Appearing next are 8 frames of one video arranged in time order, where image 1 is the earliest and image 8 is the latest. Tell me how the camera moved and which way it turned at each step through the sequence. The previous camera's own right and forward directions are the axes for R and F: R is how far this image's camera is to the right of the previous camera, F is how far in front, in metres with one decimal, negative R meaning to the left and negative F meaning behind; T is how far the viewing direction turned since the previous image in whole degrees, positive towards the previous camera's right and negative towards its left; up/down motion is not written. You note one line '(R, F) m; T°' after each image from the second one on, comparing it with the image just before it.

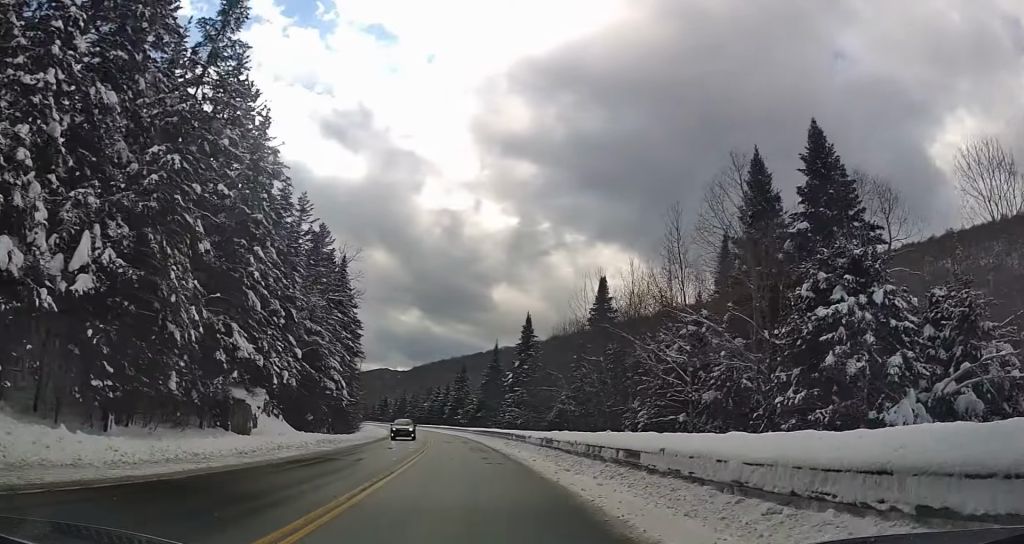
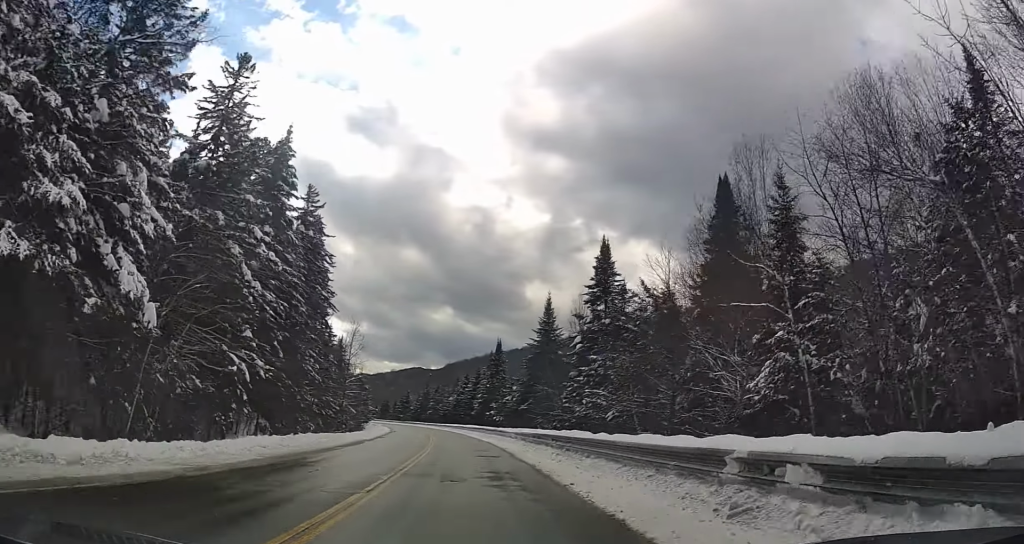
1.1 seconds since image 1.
(-0.6, +28.0) m; -4°
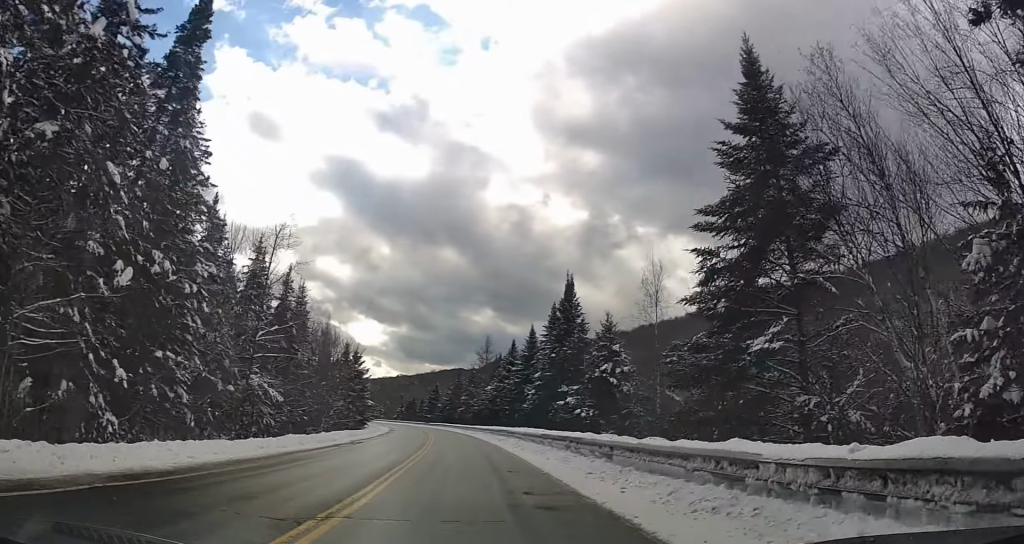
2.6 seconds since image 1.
(-2.3, +36.3) m; -7°
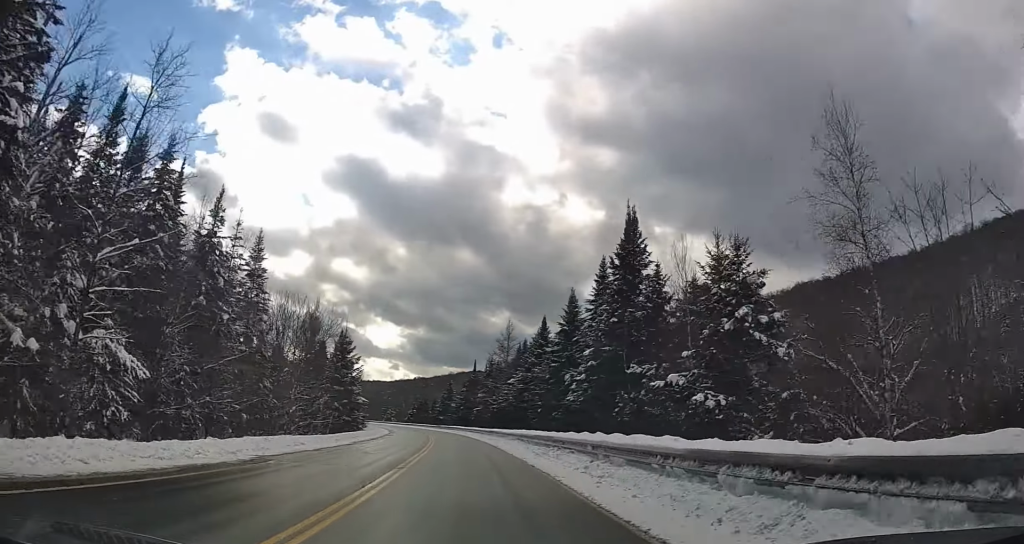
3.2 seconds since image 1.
(-0.3, +15.8) m; -1°
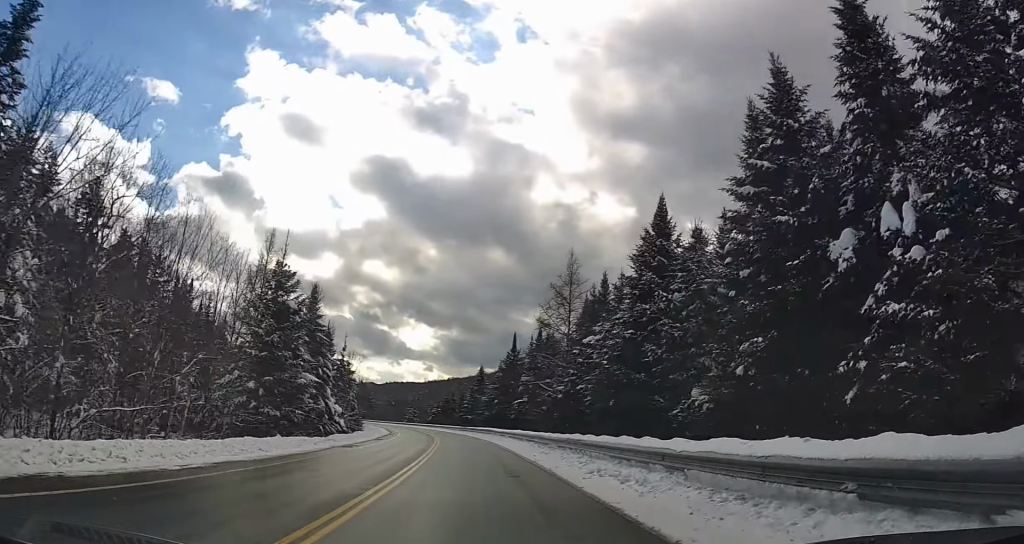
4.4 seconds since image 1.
(-0.2, +28.3) m; -3°
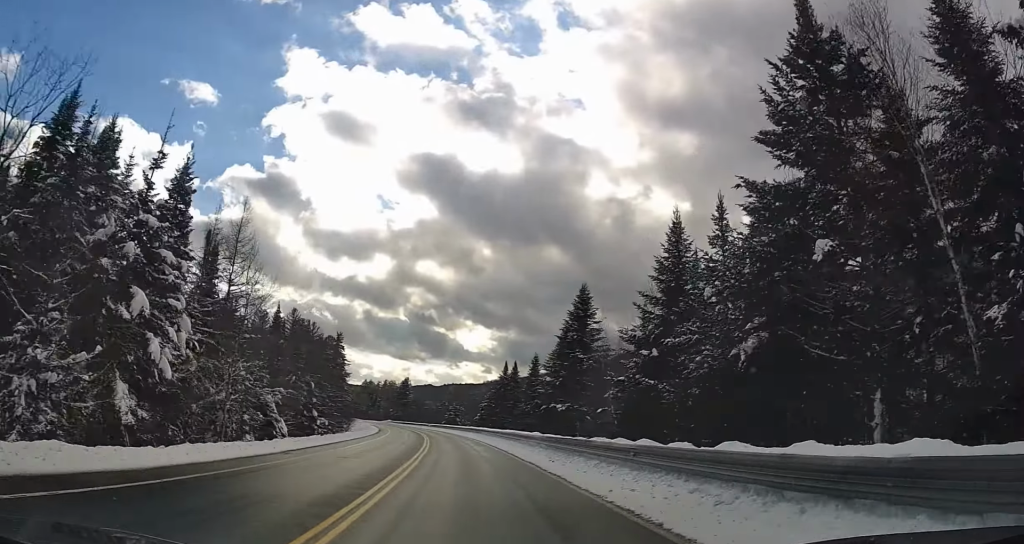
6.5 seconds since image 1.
(-2.5, +54.8) m; -4°
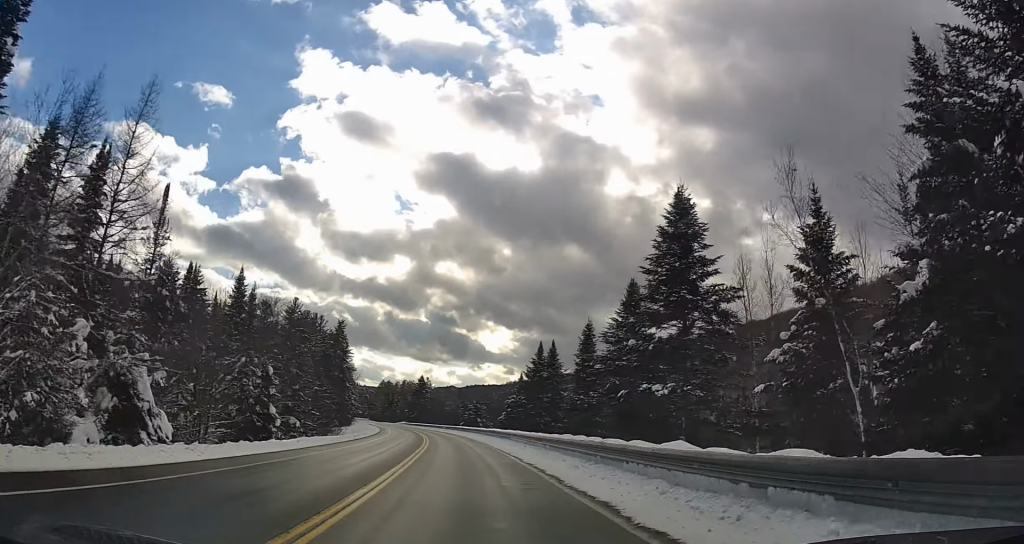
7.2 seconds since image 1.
(-0.6, +17.1) m; -2°
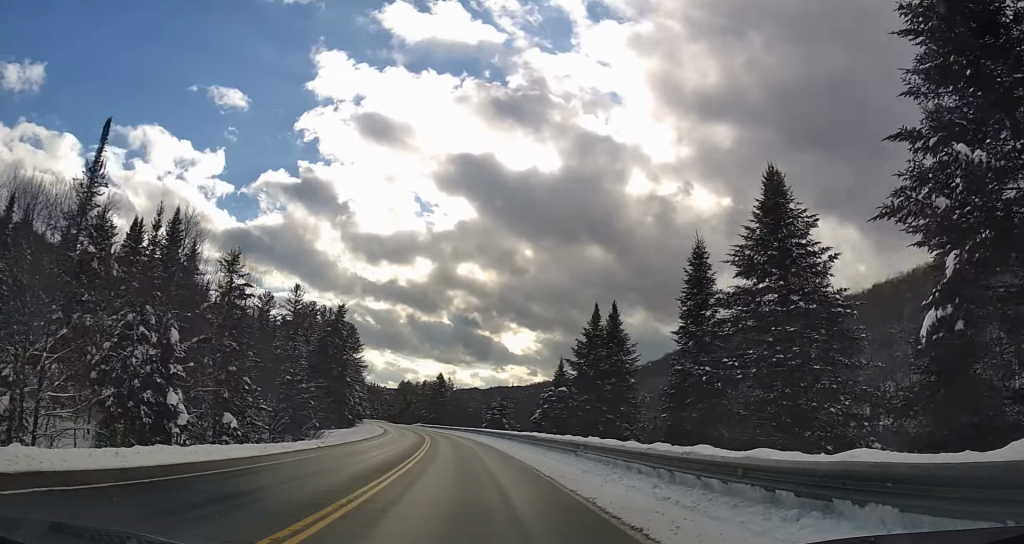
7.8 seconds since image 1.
(-0.3, +16.3) m; -2°
